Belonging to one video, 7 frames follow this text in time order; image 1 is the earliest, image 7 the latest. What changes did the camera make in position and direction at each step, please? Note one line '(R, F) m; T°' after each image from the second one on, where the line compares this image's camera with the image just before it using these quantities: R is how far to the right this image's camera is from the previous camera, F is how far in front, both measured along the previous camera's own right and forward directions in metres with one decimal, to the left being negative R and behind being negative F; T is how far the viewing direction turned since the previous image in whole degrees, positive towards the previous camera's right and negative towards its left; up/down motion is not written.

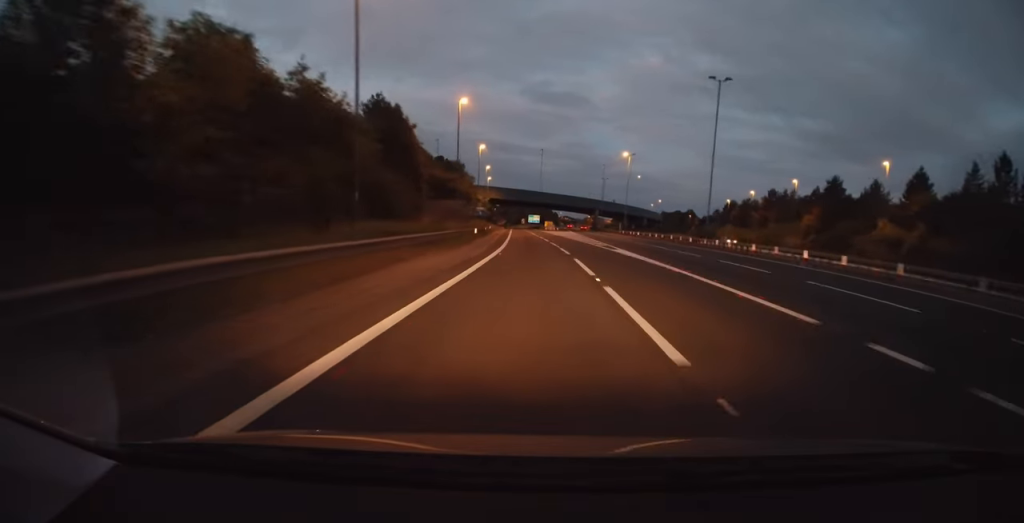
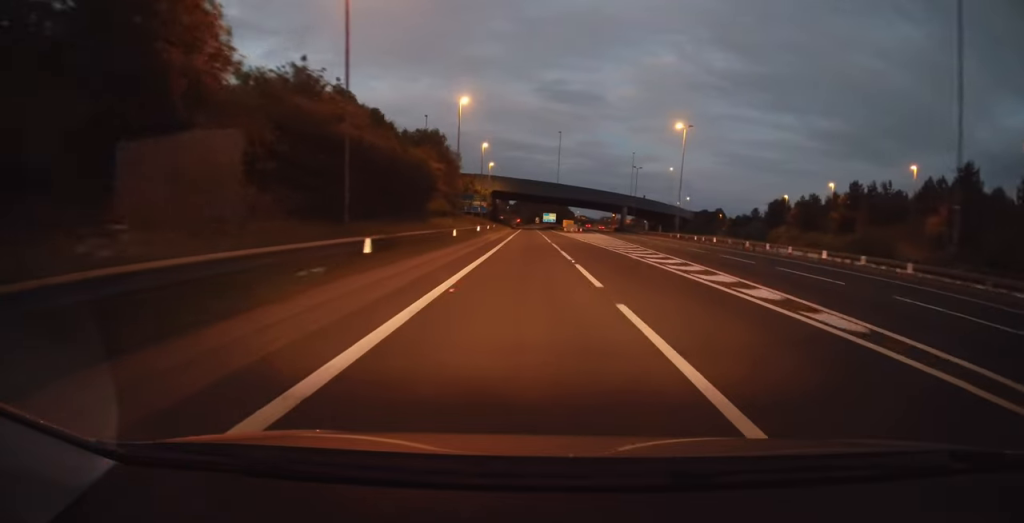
(-0.2, +29.8) m; -1°
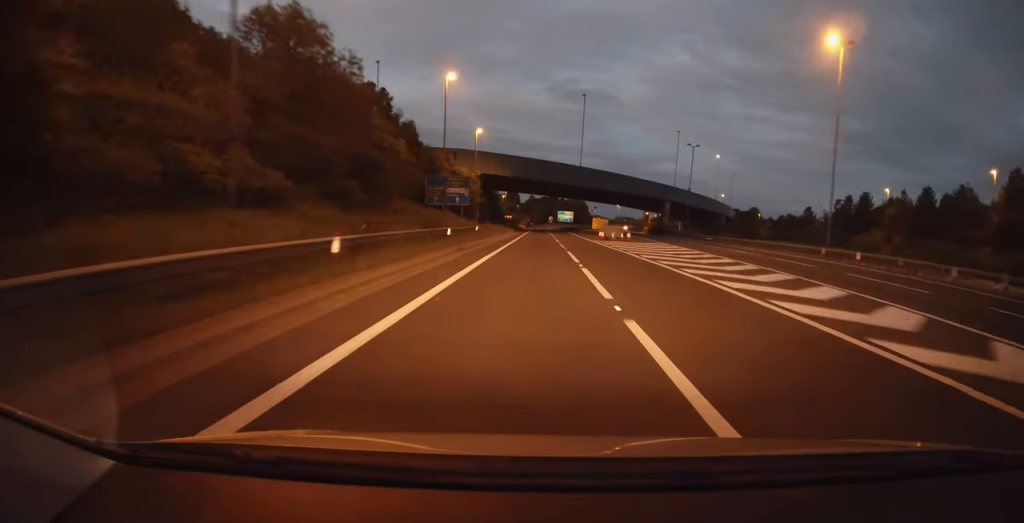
(-0.6, +37.1) m; -2°
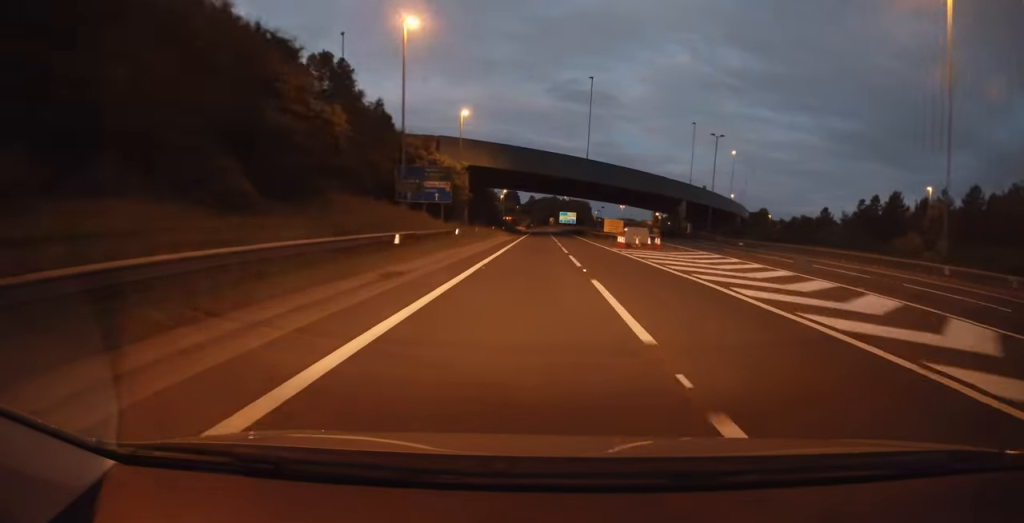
(-0.1, +12.0) m; 0°
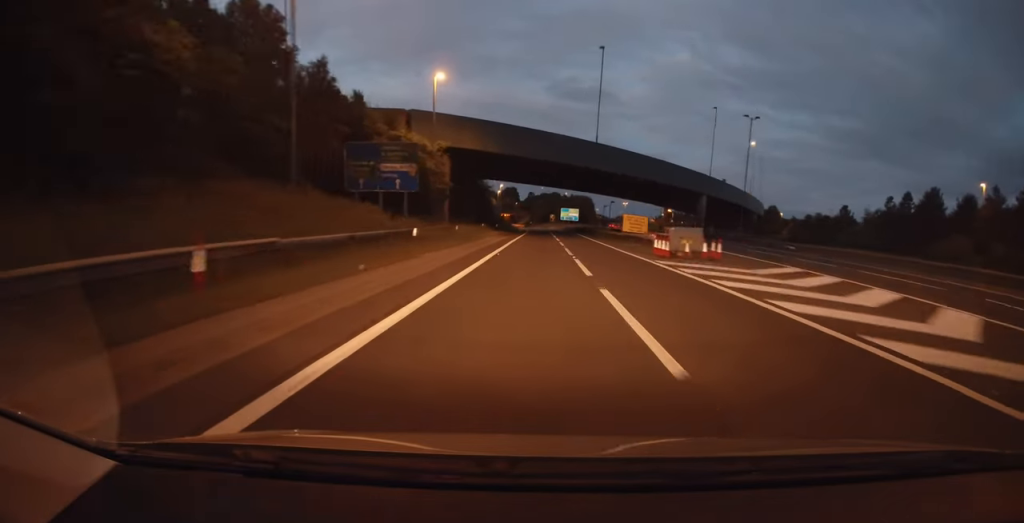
(-0.1, +12.7) m; 0°
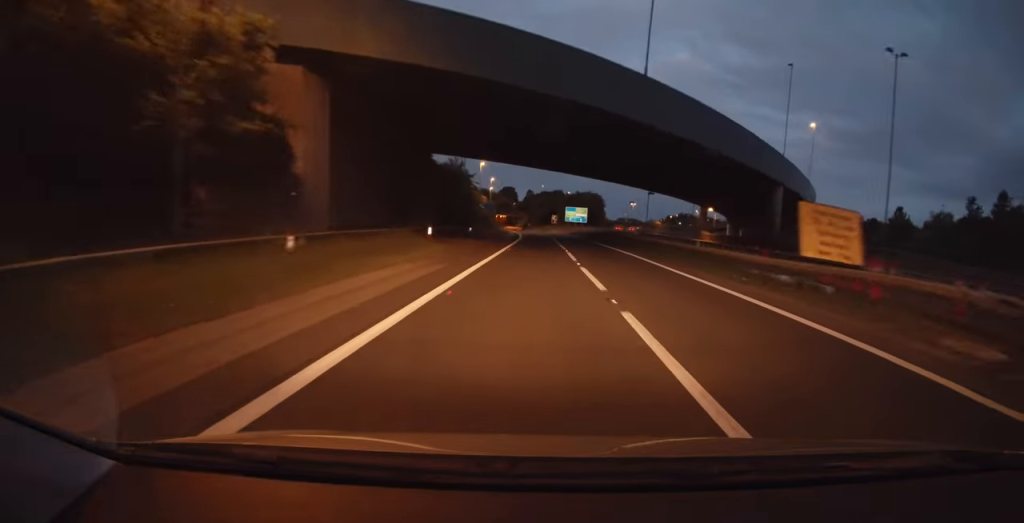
(+0.1, +29.2) m; 0°
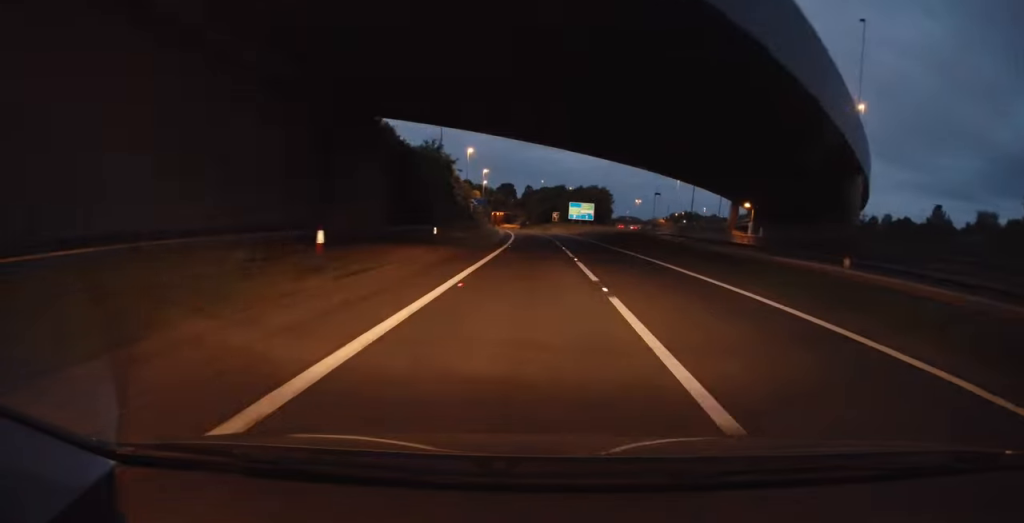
(-0.1, +16.5) m; 0°
